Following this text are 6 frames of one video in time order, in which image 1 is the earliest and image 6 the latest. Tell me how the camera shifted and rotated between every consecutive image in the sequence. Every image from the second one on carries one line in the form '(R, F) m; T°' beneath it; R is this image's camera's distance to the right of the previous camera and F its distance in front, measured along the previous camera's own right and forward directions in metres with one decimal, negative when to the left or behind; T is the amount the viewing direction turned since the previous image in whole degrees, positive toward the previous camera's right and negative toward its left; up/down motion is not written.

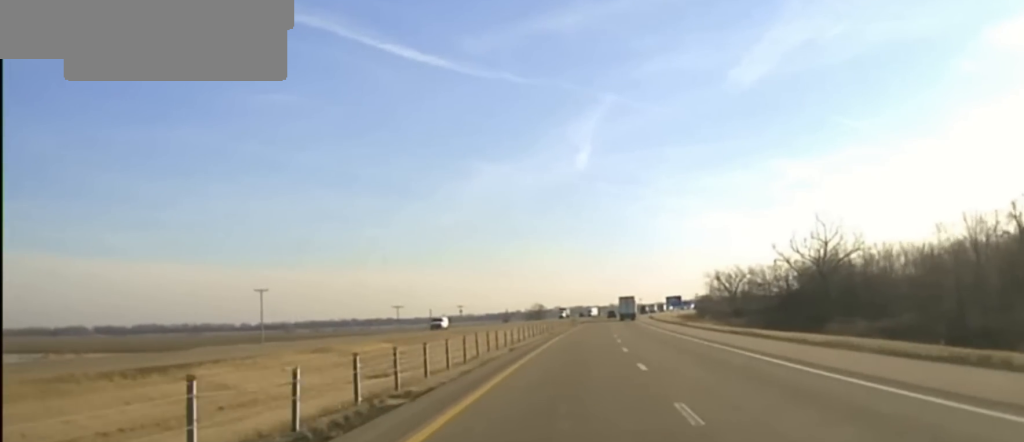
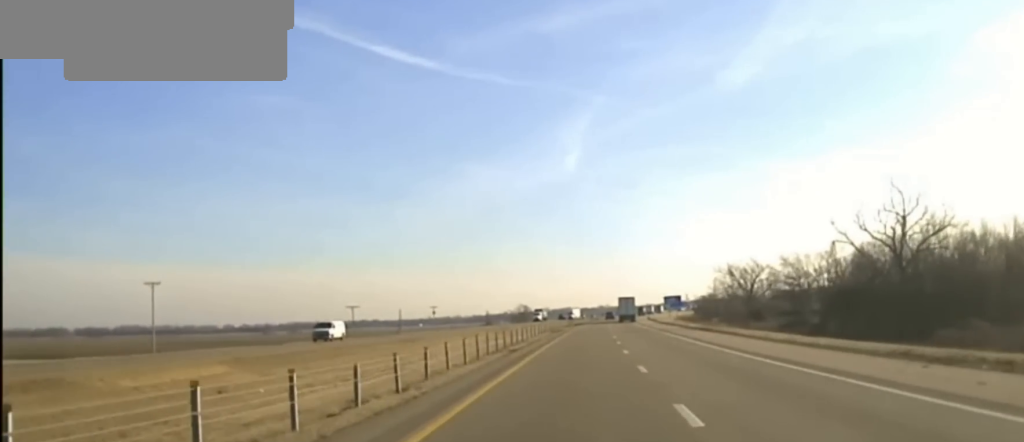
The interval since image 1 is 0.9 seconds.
(0.0, +39.3) m; 0°
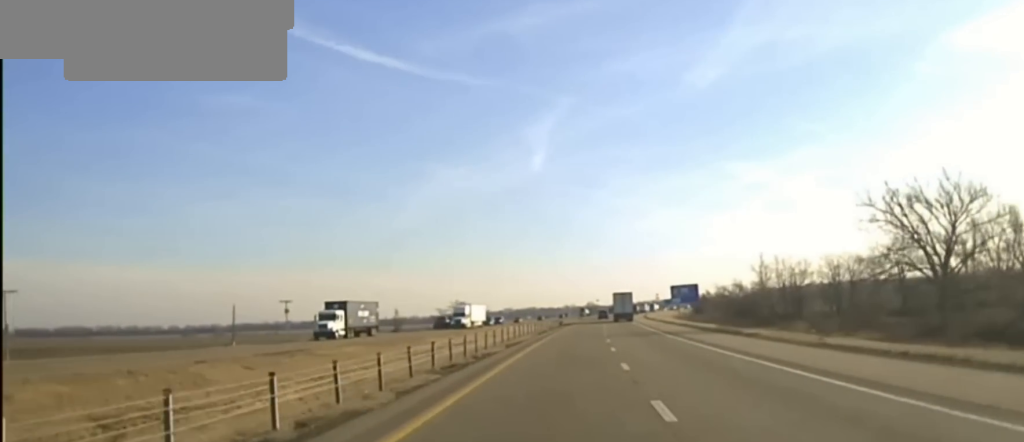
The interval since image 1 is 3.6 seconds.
(+3.1, +126.1) m; +2°
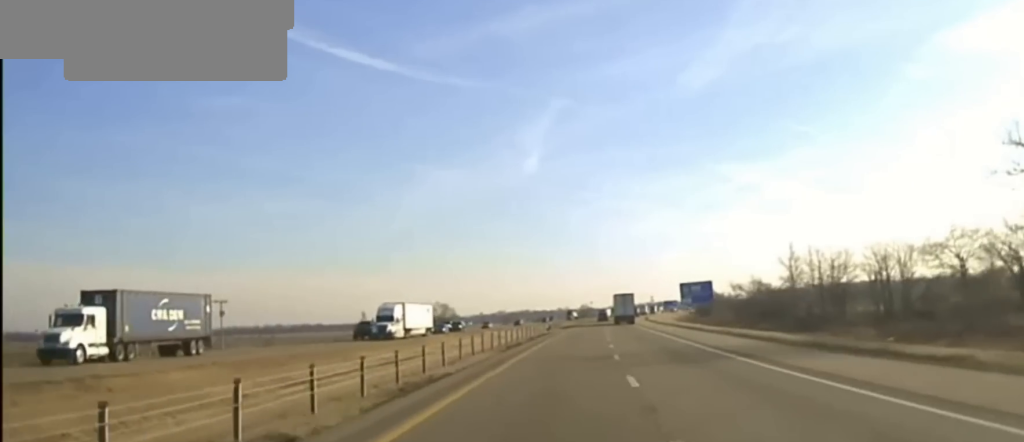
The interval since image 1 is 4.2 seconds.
(-0.3, +27.1) m; 0°
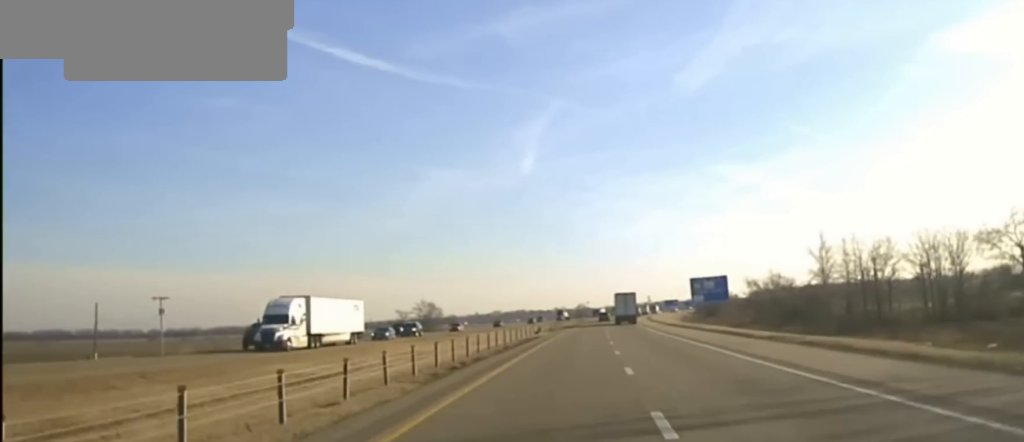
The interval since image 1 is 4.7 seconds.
(+0.2, +17.8) m; +1°
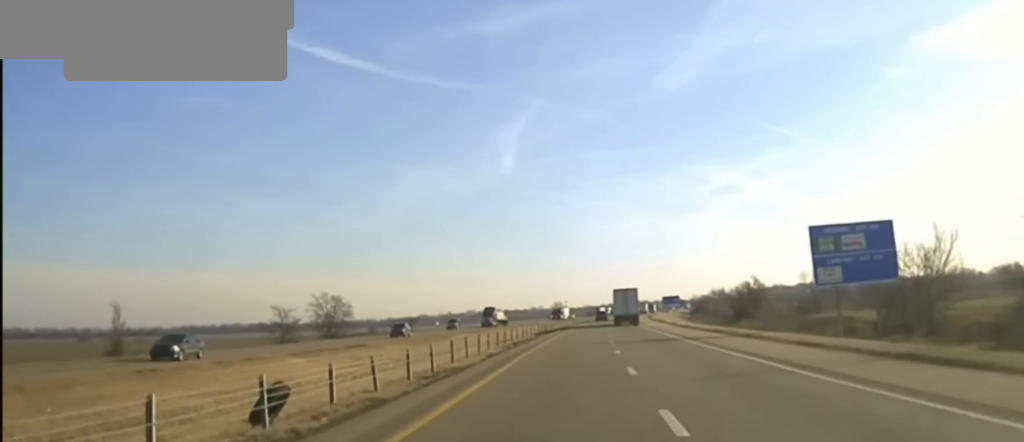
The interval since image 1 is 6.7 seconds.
(+1.6, +73.9) m; +2°
